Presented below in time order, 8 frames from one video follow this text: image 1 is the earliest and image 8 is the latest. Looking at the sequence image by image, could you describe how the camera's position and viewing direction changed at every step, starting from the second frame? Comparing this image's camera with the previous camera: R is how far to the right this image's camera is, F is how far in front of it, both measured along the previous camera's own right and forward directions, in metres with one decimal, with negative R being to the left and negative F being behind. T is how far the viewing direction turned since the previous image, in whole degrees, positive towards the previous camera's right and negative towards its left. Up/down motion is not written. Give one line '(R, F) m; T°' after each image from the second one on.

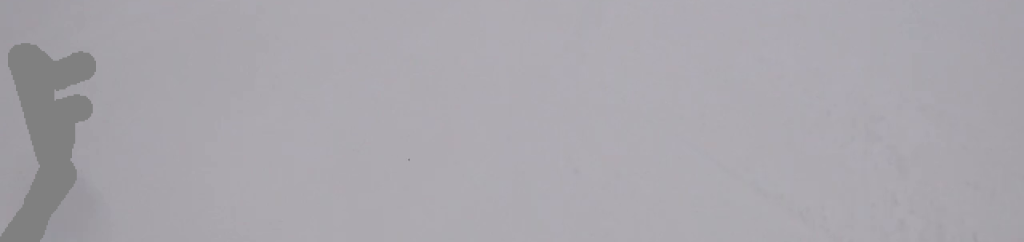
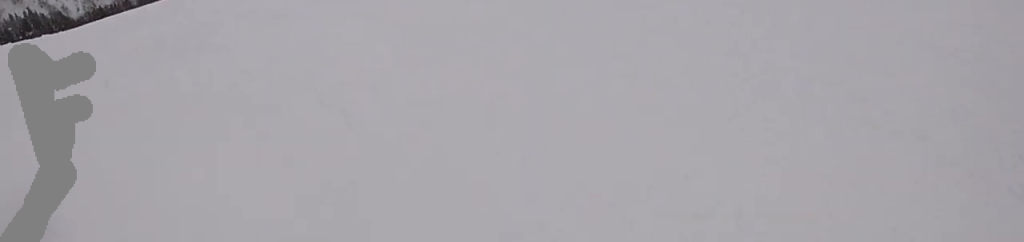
(+0.6, +6.0) m; +5°
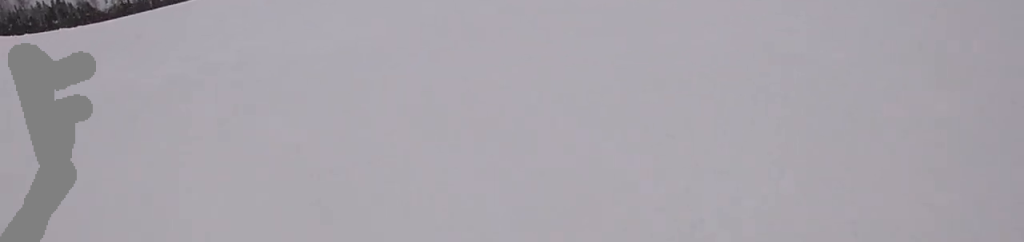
(0.0, +4.0) m; -5°
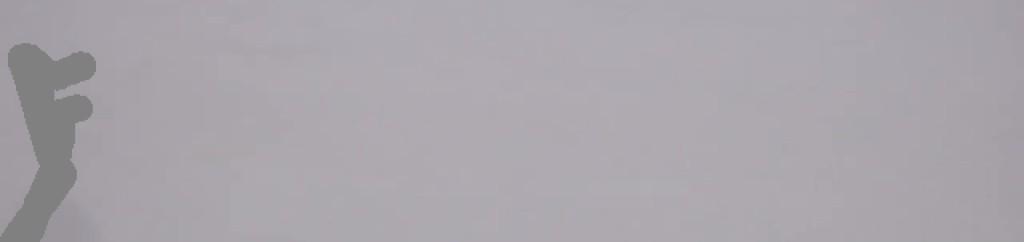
(+0.3, +4.4) m; -12°
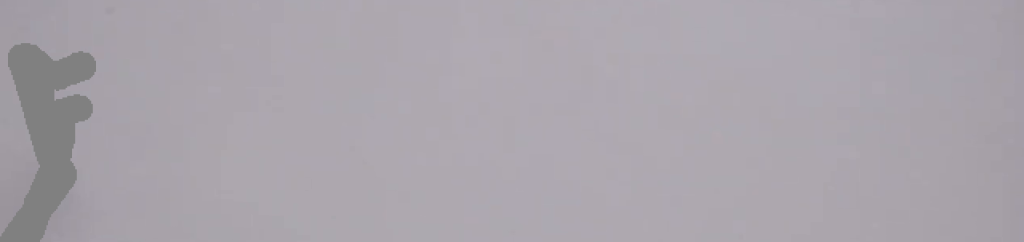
(-2.9, +11.7) m; -4°
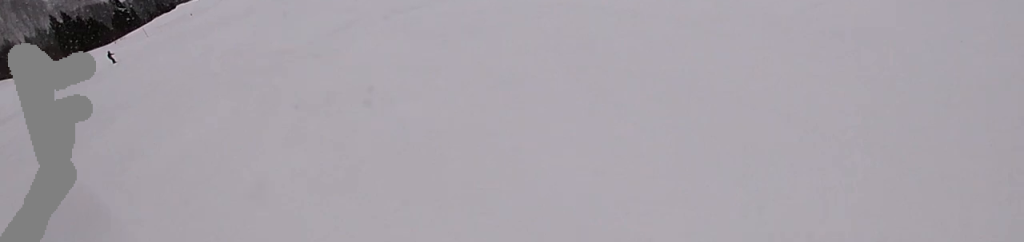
(+0.5, +4.0) m; +8°
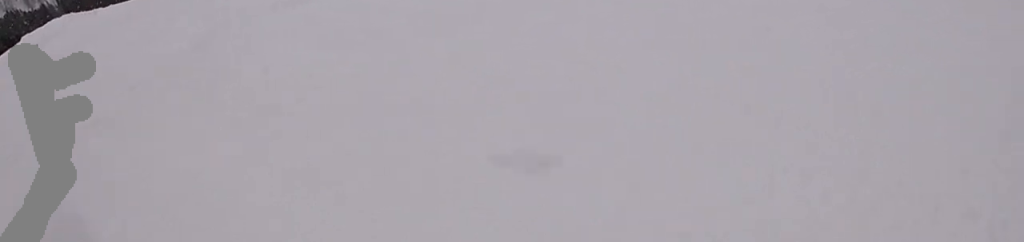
(+0.2, +3.5) m; +7°
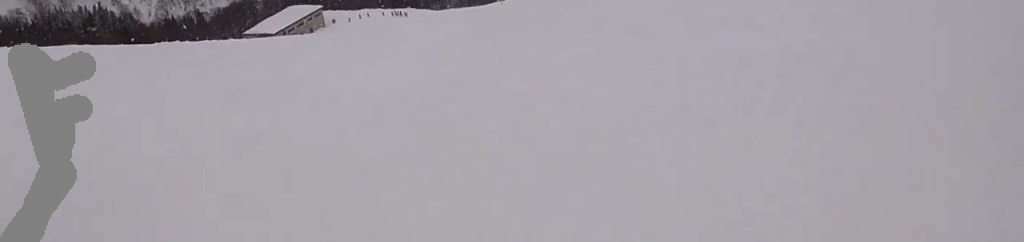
(+0.5, +7.0) m; 0°
